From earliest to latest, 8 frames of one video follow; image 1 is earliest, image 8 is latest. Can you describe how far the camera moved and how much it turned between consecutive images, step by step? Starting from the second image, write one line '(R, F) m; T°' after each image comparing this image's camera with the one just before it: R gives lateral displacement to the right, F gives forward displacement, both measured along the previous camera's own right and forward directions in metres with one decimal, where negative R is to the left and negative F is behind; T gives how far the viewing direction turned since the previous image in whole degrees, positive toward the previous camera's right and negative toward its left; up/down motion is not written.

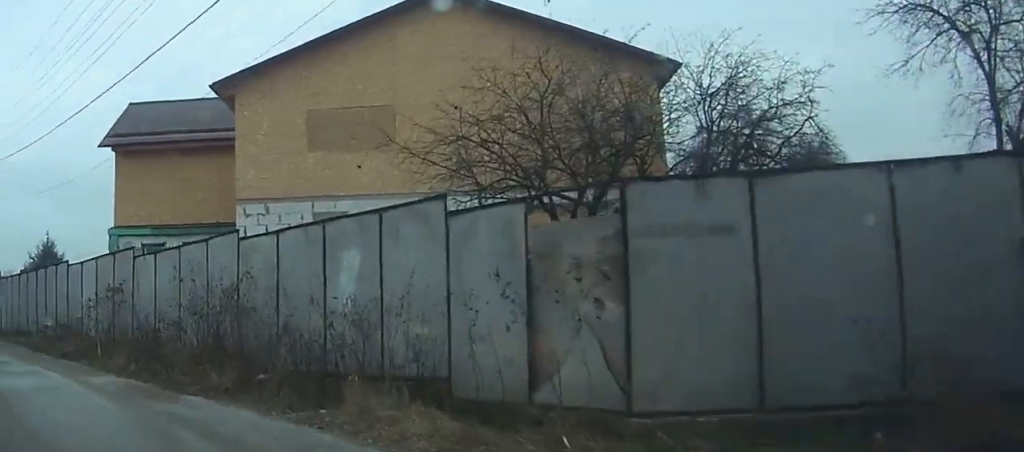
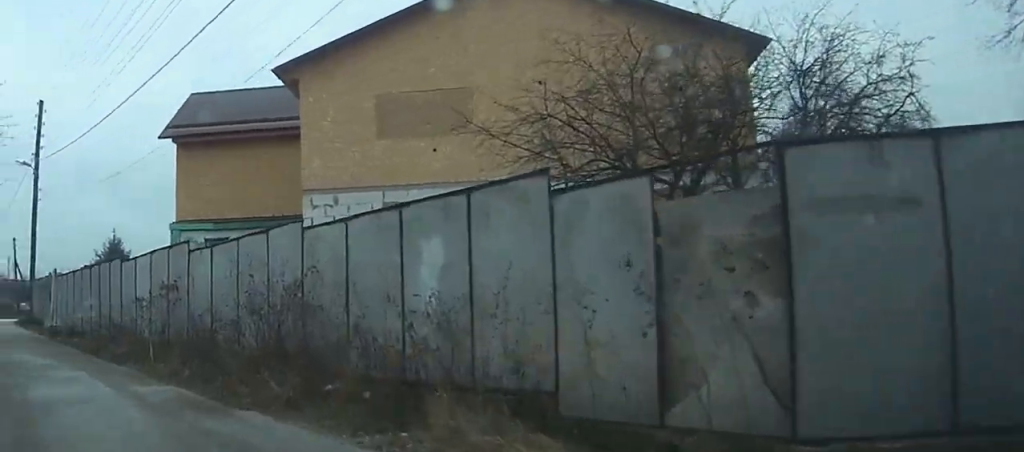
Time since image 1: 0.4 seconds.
(0.0, +1.7) m; +1°
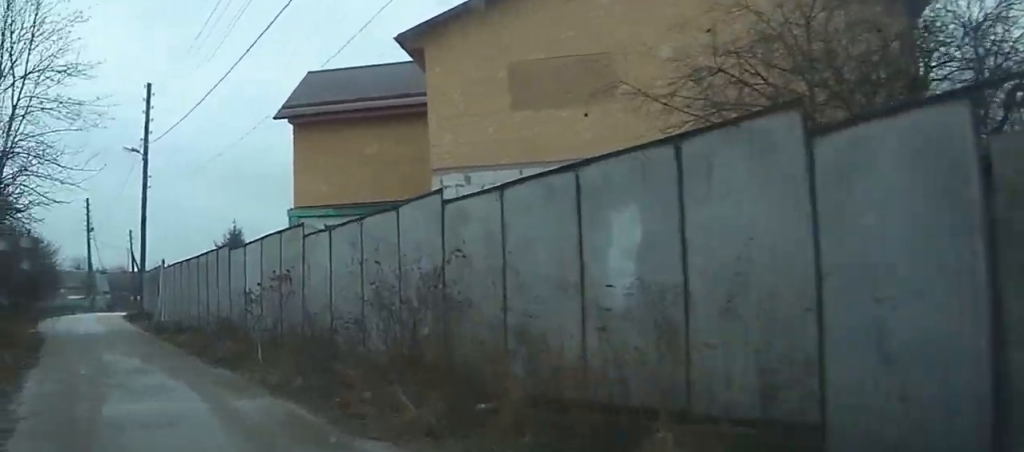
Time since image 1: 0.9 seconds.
(0.0, +2.5) m; -3°
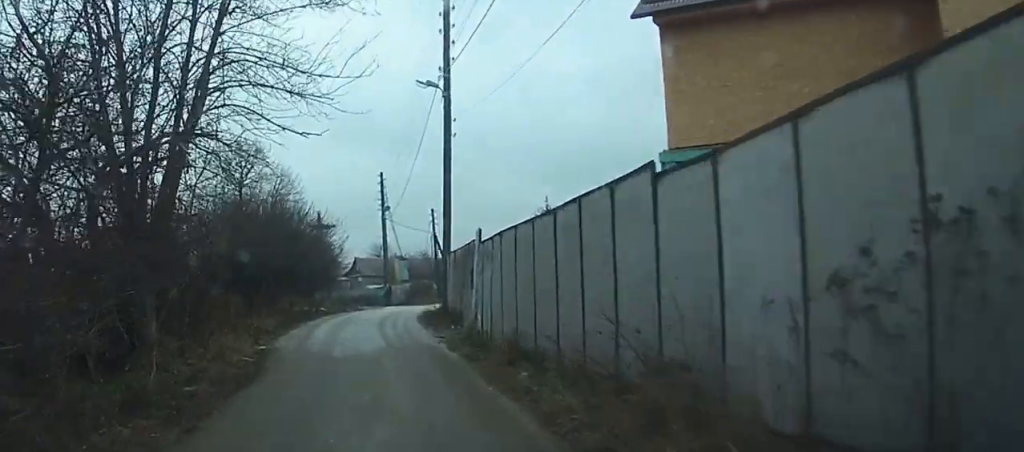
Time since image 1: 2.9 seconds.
(-1.8, +10.1) m; -17°
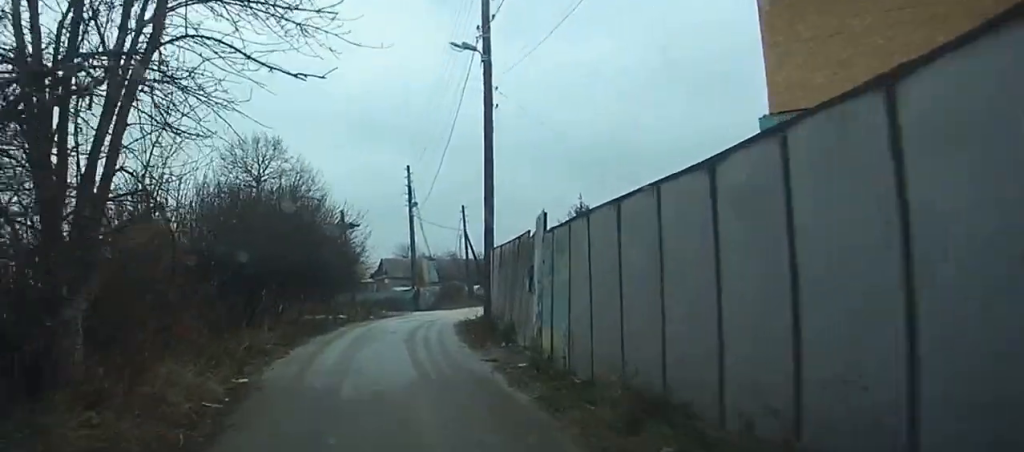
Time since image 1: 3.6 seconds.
(0.0, +4.2) m; -2°
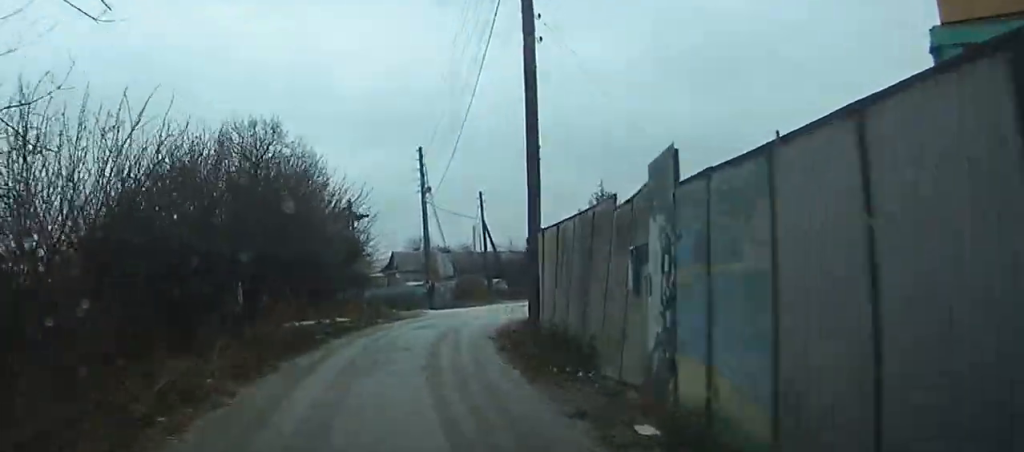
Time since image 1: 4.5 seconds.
(-0.1, +5.1) m; -2°
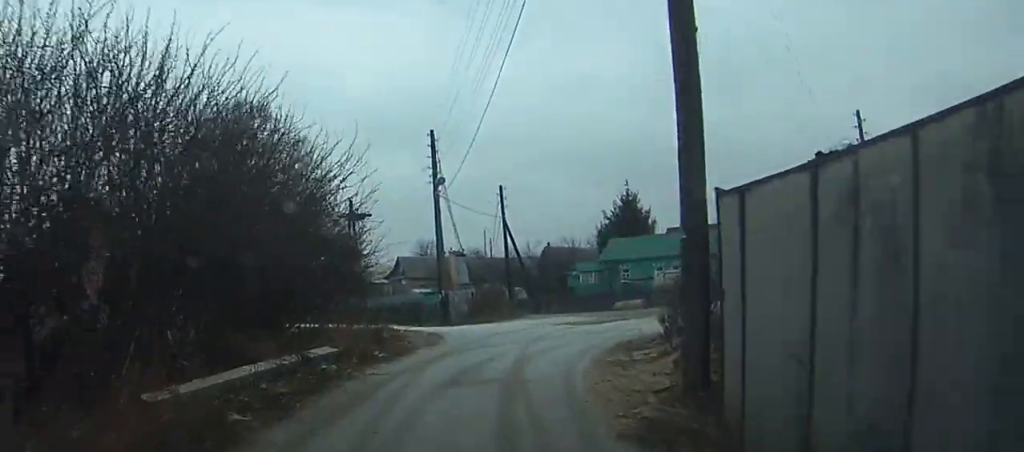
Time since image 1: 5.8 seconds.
(0.0, +7.7) m; 0°
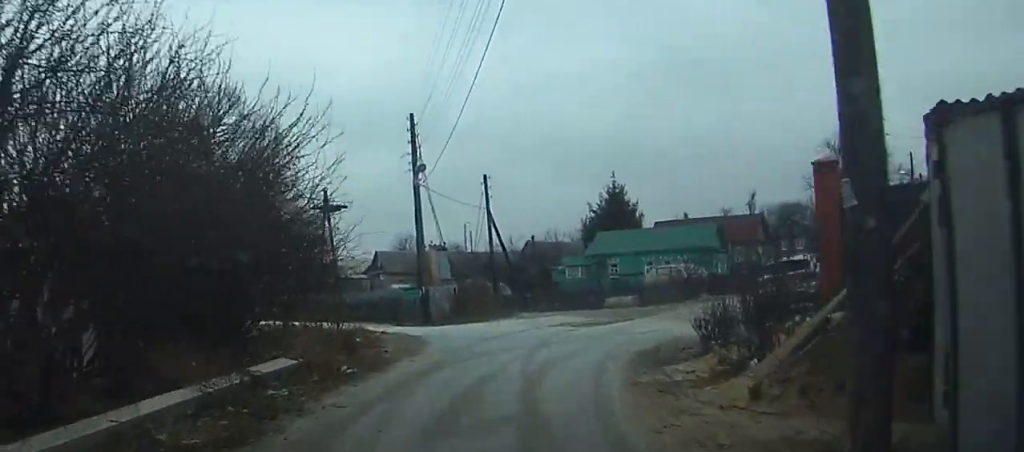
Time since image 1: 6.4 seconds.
(0.0, +3.3) m; 0°
